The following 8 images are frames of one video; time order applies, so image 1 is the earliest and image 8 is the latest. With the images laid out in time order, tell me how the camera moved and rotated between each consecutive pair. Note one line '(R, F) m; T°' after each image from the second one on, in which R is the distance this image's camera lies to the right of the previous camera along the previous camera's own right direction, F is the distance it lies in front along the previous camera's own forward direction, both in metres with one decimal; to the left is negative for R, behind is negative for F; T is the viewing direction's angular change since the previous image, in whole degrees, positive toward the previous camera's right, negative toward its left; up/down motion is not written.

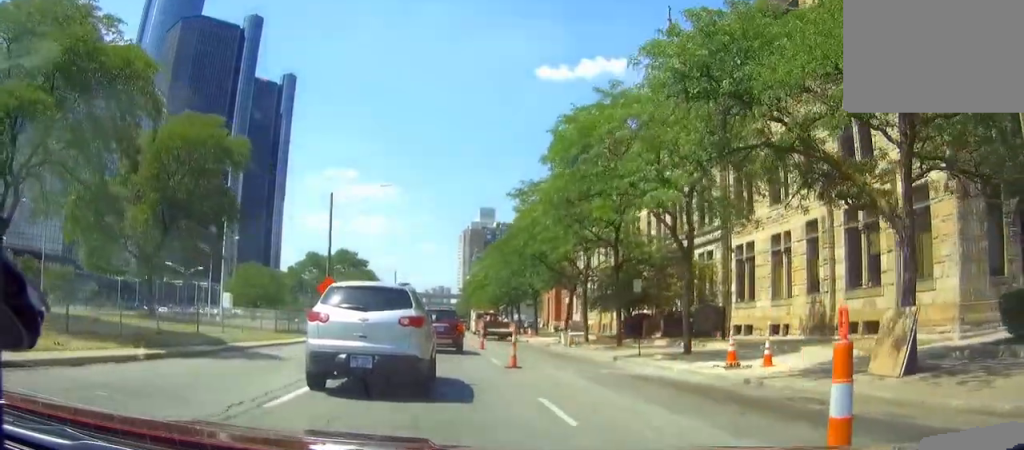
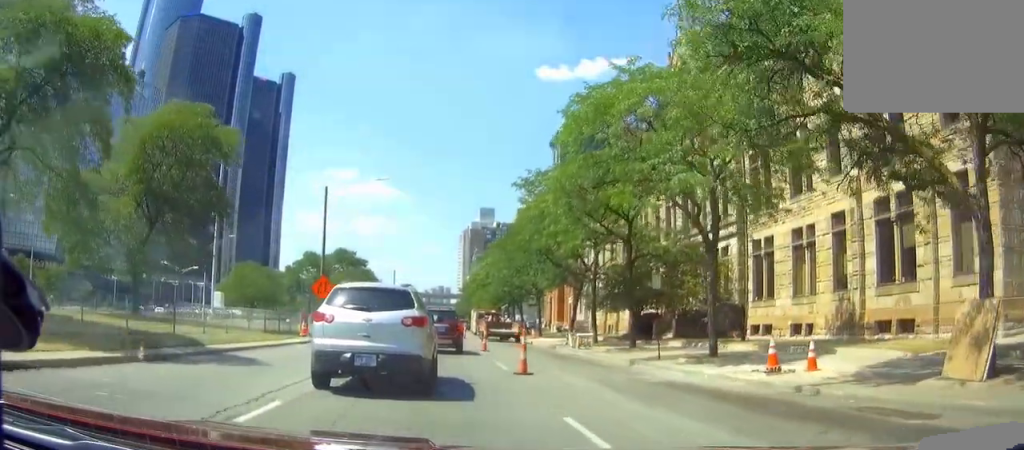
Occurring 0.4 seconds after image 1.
(0.0, +2.5) m; 0°
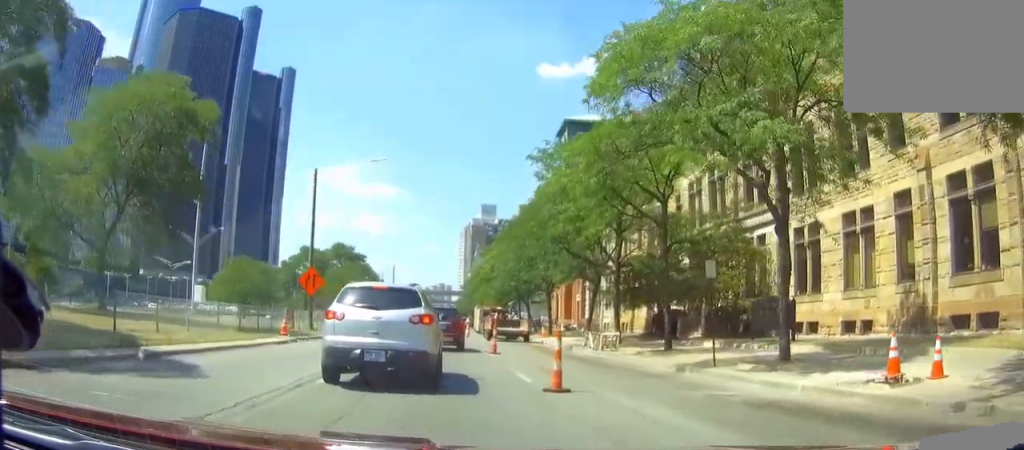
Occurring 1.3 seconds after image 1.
(0.0, +4.8) m; 0°
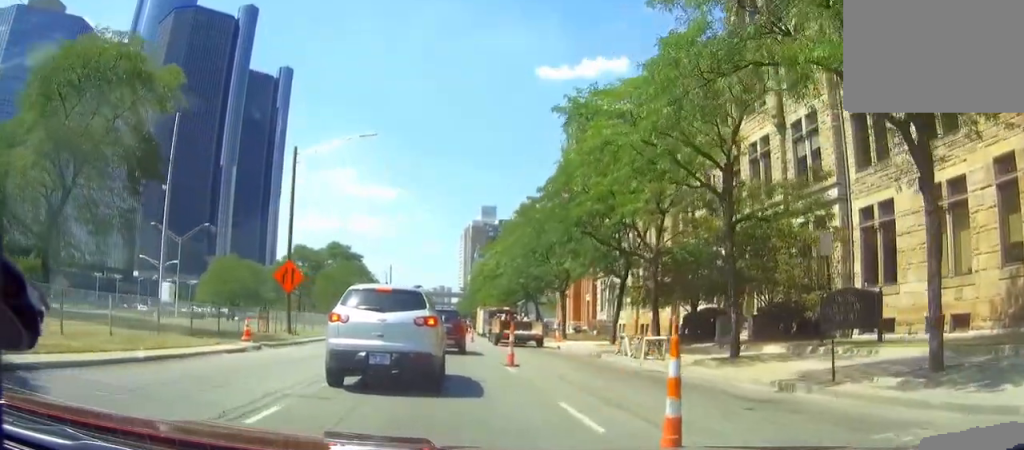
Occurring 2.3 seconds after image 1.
(0.0, +5.6) m; 0°
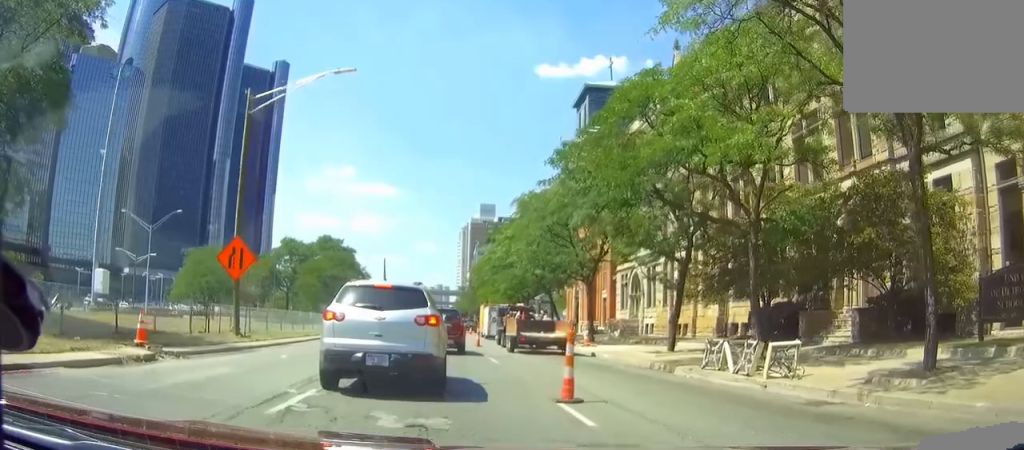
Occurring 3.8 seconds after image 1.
(0.0, +8.0) m; 0°
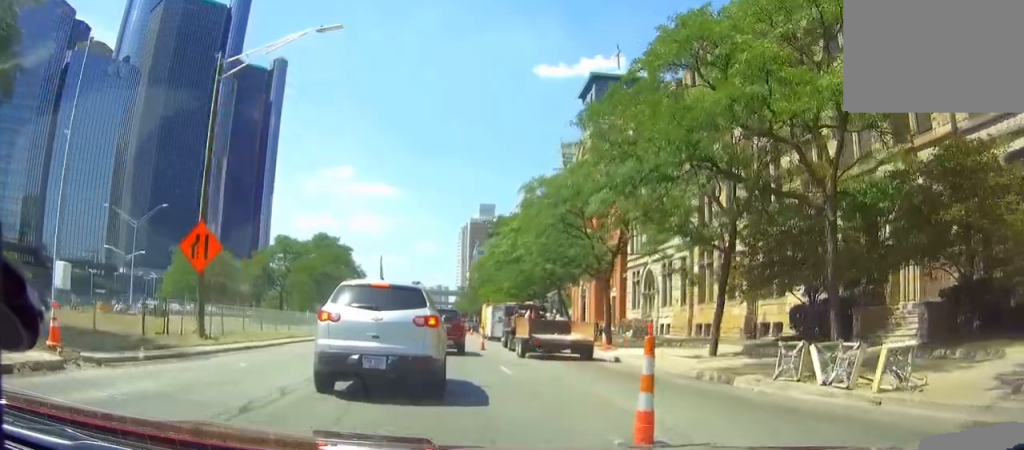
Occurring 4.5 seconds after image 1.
(0.0, +3.7) m; 0°
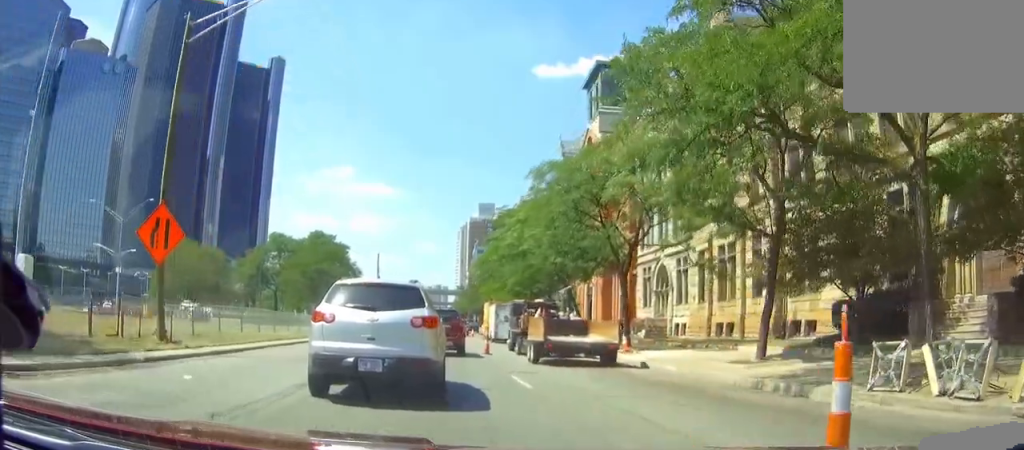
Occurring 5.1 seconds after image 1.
(0.0, +2.9) m; 0°
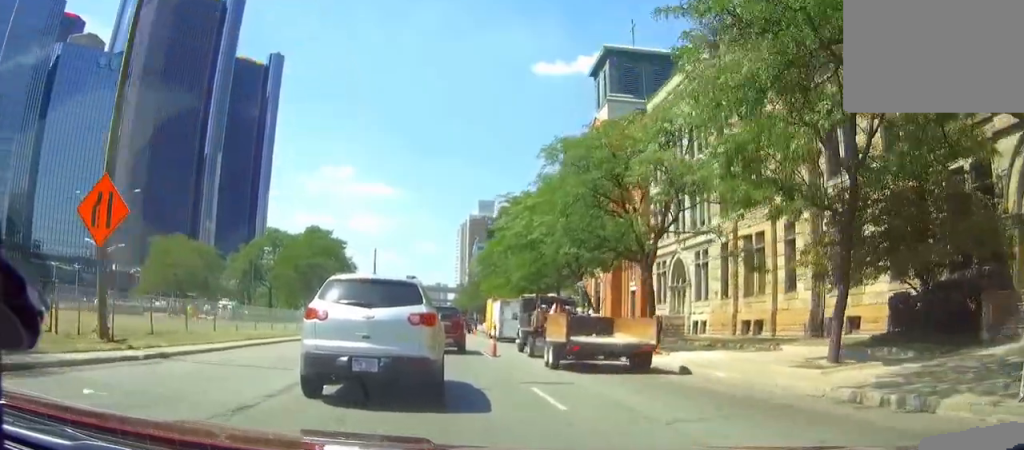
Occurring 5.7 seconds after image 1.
(0.0, +3.3) m; 0°
